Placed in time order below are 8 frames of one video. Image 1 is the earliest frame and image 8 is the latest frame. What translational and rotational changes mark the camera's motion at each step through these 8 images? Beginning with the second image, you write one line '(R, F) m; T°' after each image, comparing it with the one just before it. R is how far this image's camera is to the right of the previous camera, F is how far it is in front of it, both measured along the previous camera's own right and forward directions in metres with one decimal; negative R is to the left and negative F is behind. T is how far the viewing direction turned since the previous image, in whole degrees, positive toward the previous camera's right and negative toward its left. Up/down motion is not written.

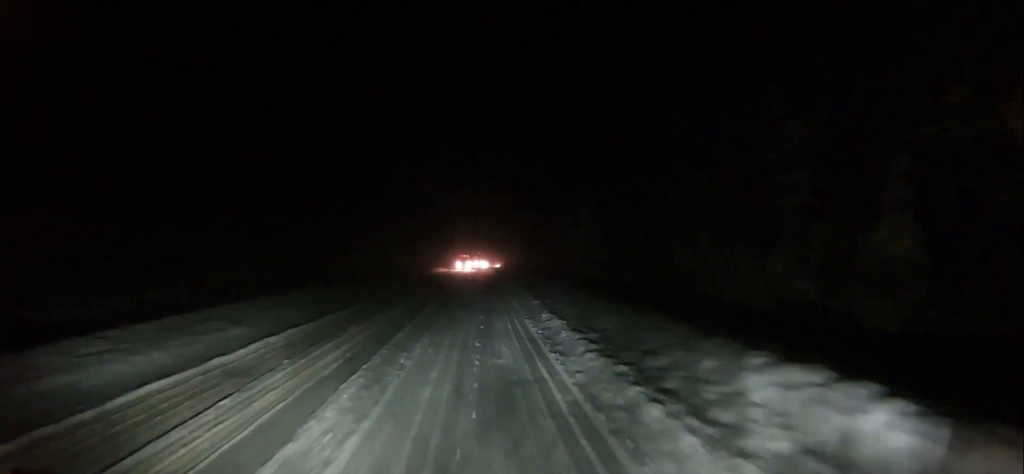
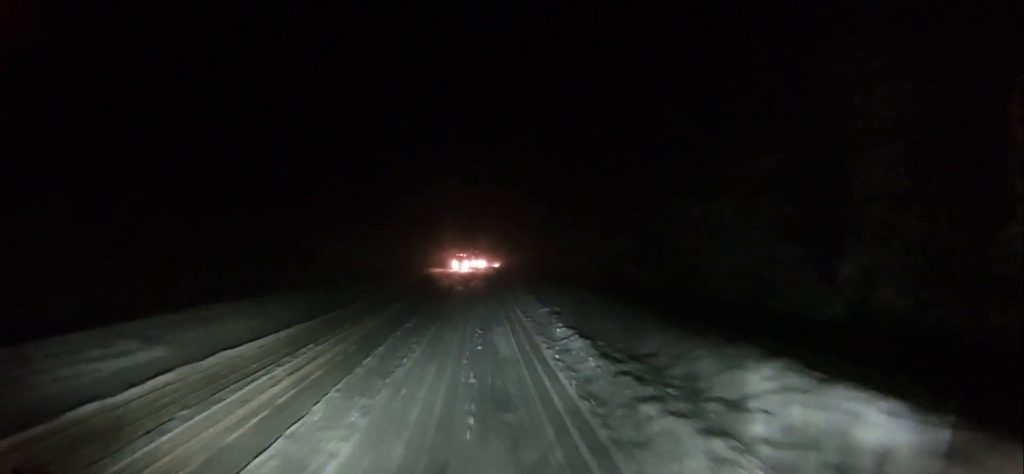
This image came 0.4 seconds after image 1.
(-0.2, +5.6) m; +2°
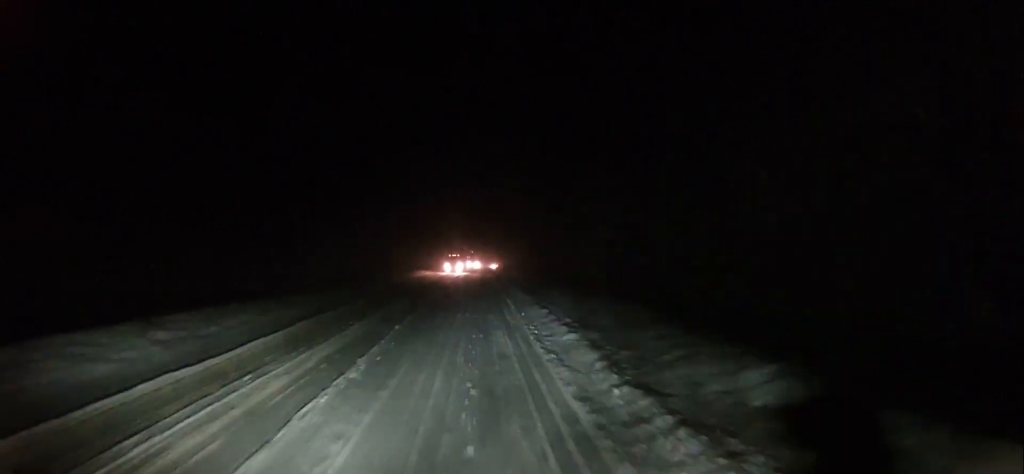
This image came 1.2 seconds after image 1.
(+0.6, +9.3) m; +2°
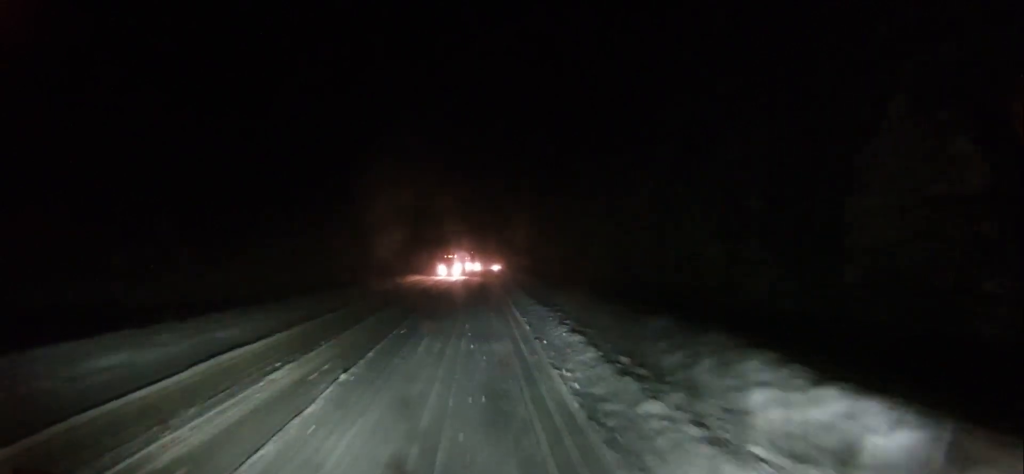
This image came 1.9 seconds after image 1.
(+0.1, +8.8) m; 0°
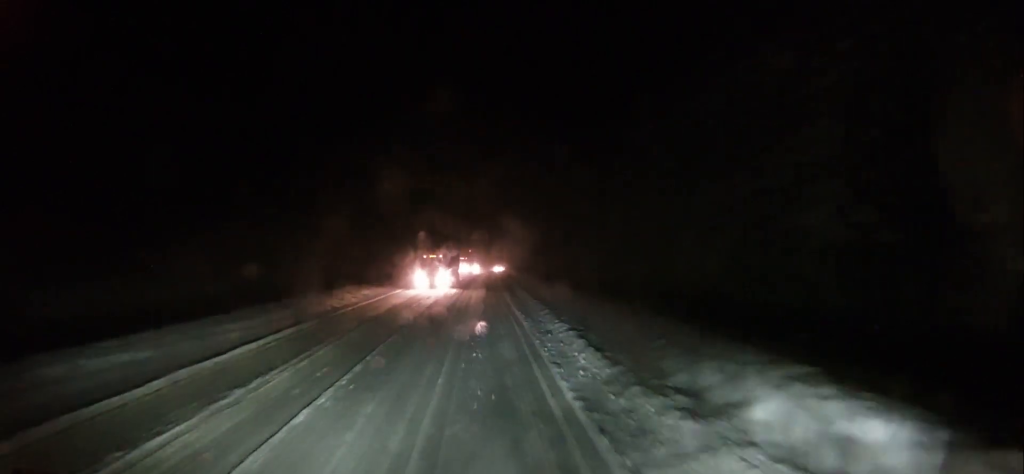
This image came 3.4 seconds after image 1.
(-0.5, +19.5) m; -1°
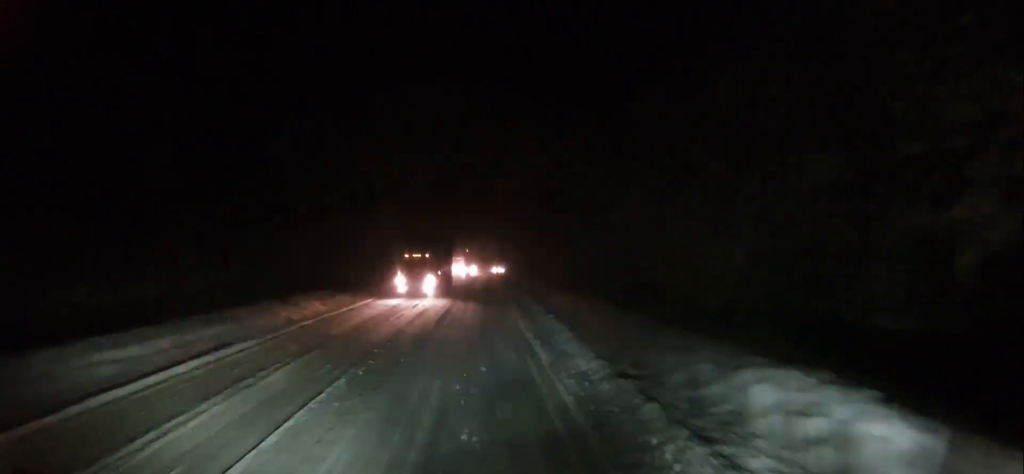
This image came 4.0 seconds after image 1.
(+0.1, +7.5) m; -1°
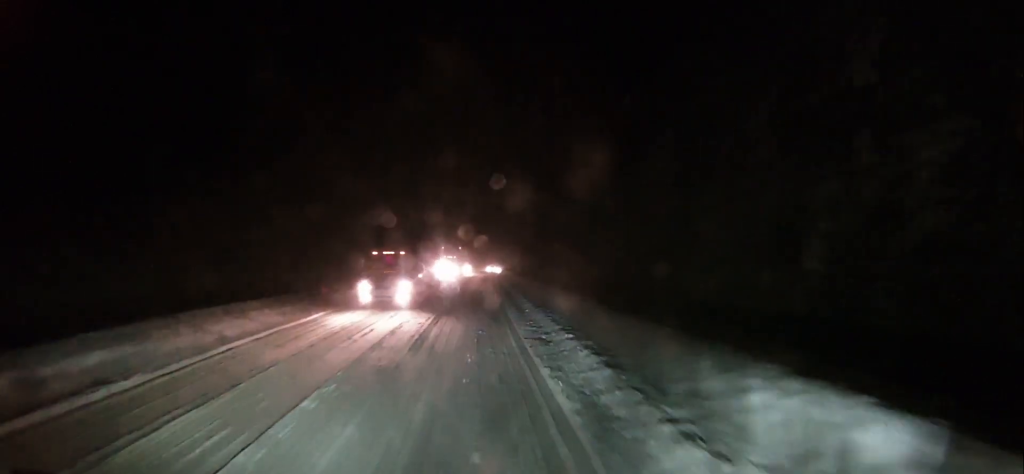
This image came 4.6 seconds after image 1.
(+0.1, +6.6) m; -1°
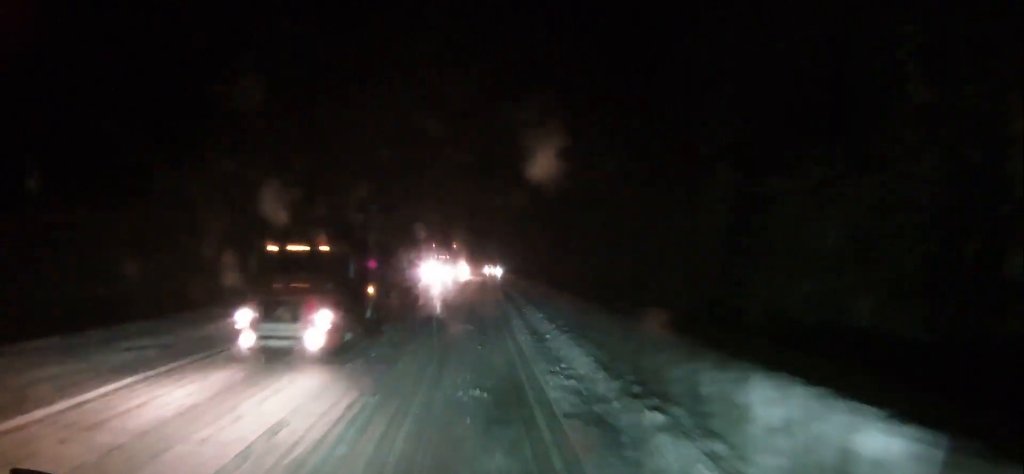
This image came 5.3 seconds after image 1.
(-0.5, +9.5) m; 0°
